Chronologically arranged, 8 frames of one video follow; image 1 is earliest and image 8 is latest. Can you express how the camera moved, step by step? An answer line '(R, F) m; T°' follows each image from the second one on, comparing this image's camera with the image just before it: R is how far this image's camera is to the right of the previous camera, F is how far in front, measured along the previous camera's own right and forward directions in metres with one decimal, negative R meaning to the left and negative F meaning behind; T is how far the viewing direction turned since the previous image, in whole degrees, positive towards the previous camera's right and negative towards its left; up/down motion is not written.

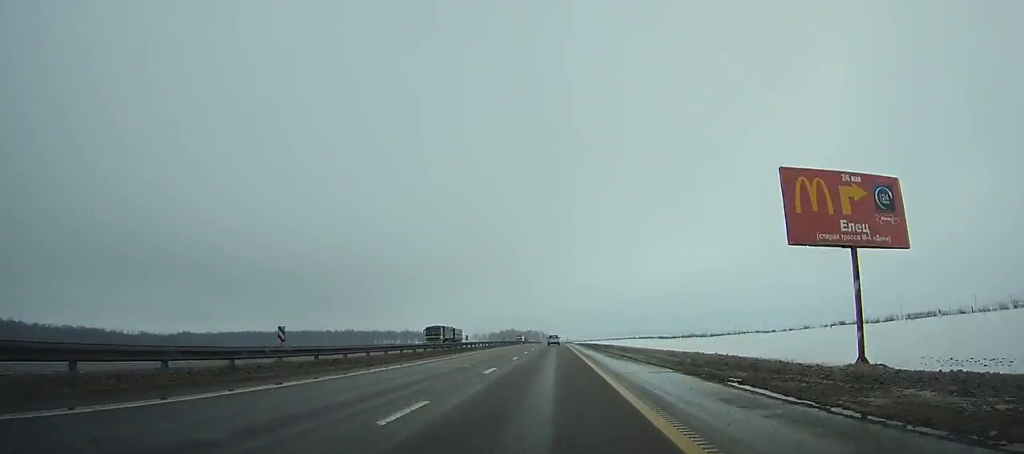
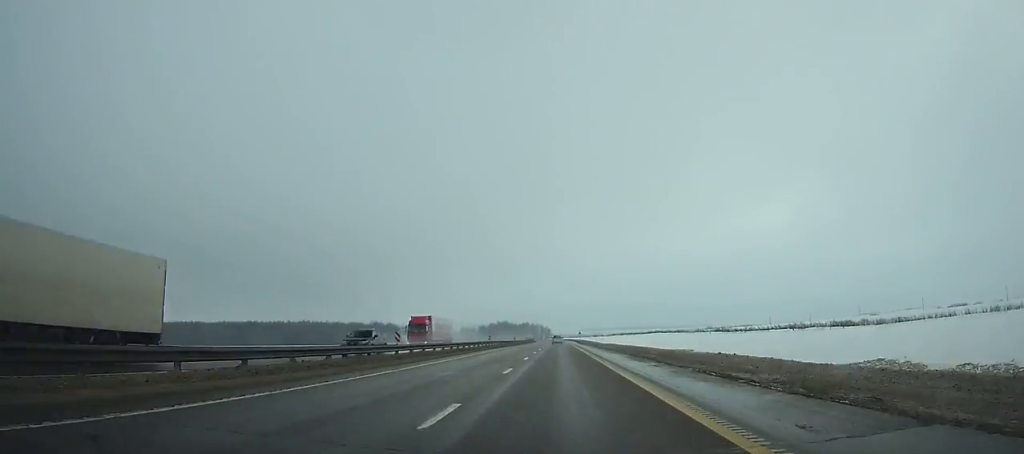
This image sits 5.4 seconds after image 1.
(-0.2, +145.4) m; 0°
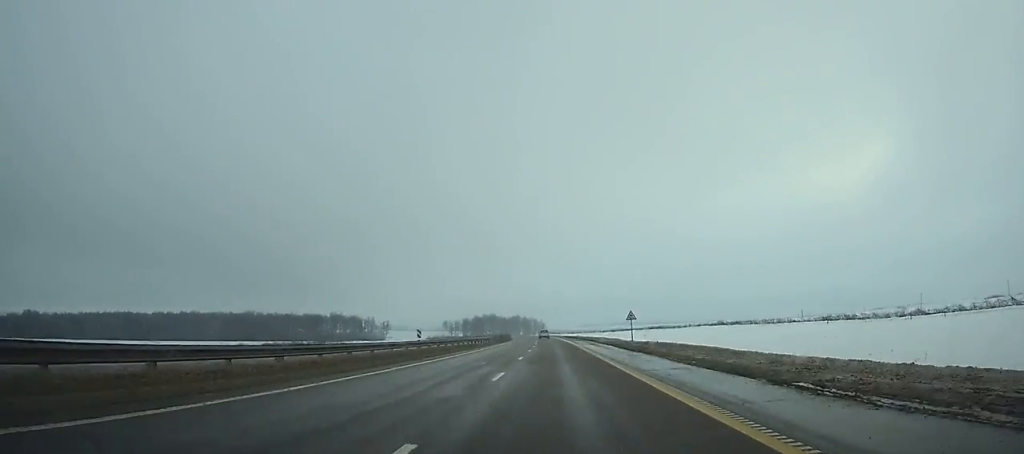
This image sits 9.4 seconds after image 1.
(+0.1, +110.9) m; 0°
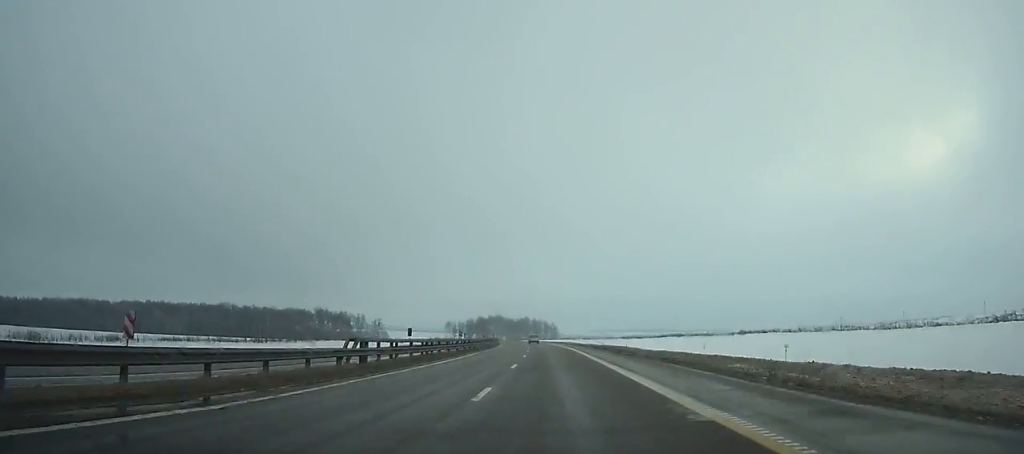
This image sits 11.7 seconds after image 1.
(-0.5, +65.3) m; -2°
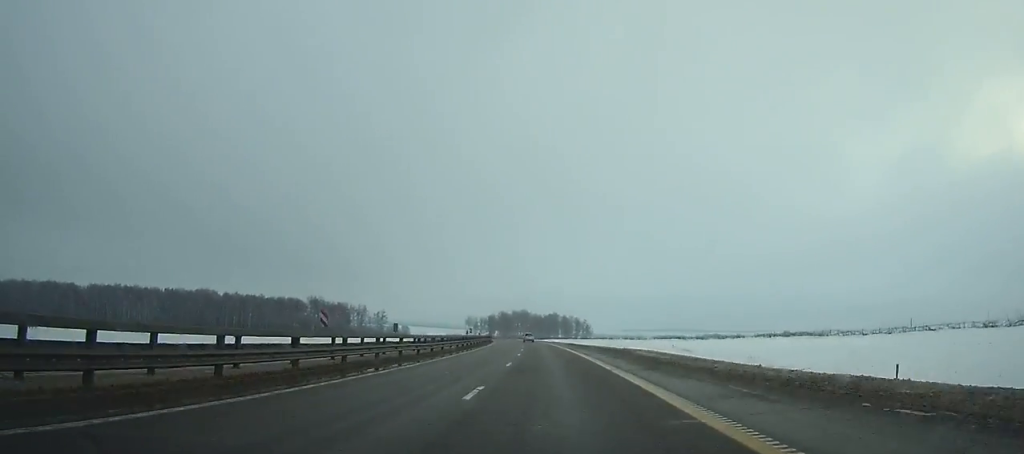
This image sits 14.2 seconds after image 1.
(-1.4, +71.6) m; -3°
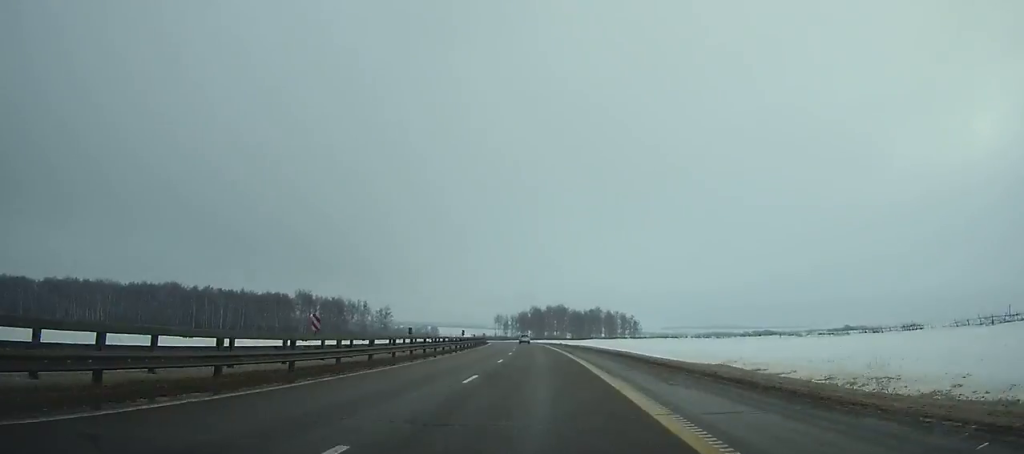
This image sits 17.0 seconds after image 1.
(-2.6, +80.9) m; -4°
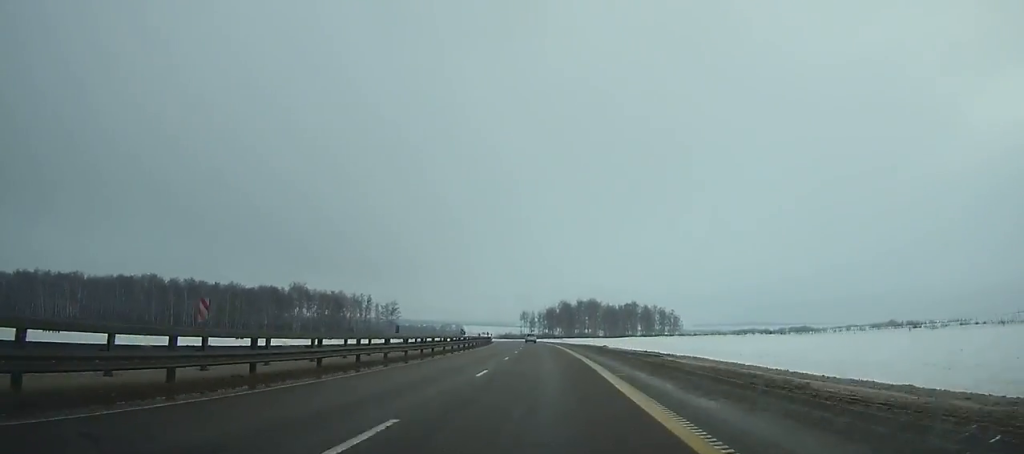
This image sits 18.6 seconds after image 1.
(-0.1, +46.5) m; -3°
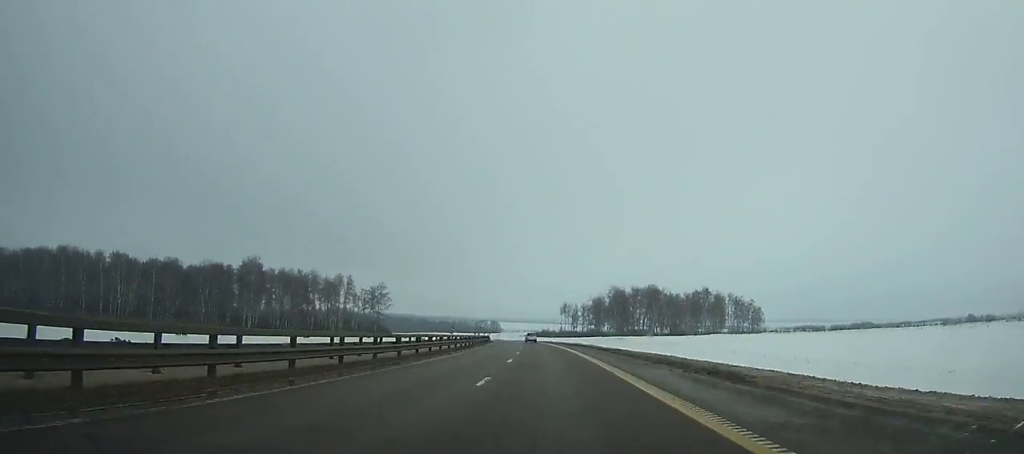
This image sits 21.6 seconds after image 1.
(-3.7, +87.2) m; -5°
